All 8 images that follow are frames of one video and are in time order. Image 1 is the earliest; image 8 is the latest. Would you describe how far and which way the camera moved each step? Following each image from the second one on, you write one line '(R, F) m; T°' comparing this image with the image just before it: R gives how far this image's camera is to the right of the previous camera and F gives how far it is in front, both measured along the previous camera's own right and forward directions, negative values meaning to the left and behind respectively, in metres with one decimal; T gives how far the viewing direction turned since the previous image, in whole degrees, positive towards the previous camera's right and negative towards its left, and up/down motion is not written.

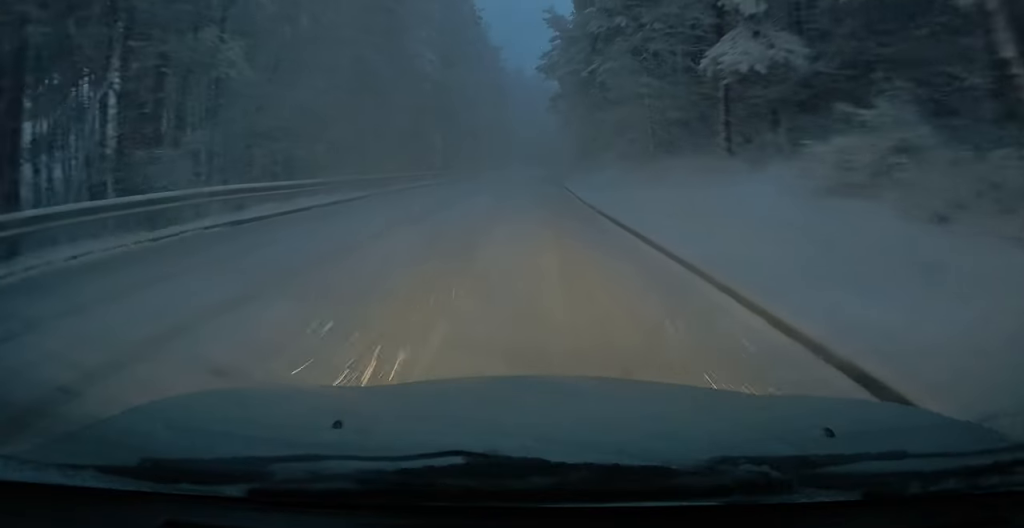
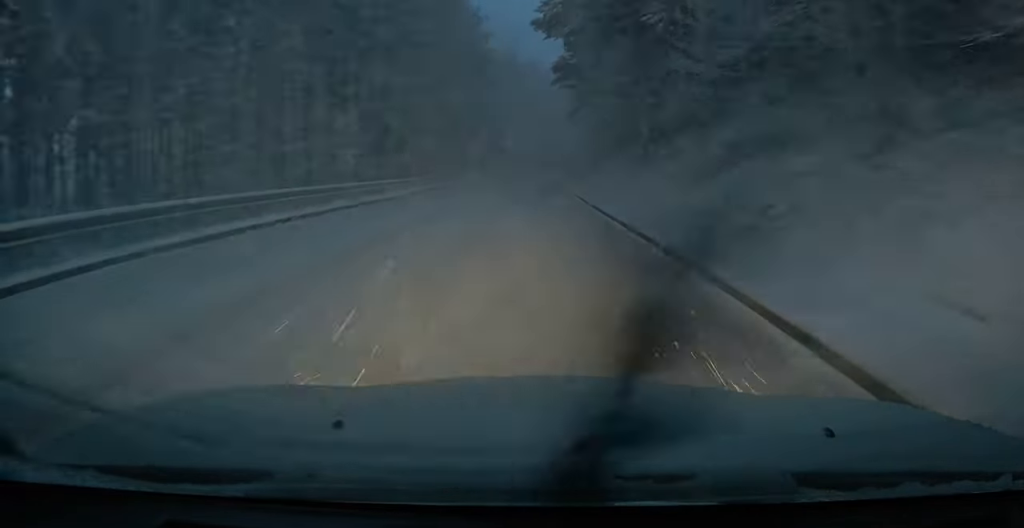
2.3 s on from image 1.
(-0.5, +21.9) m; -1°
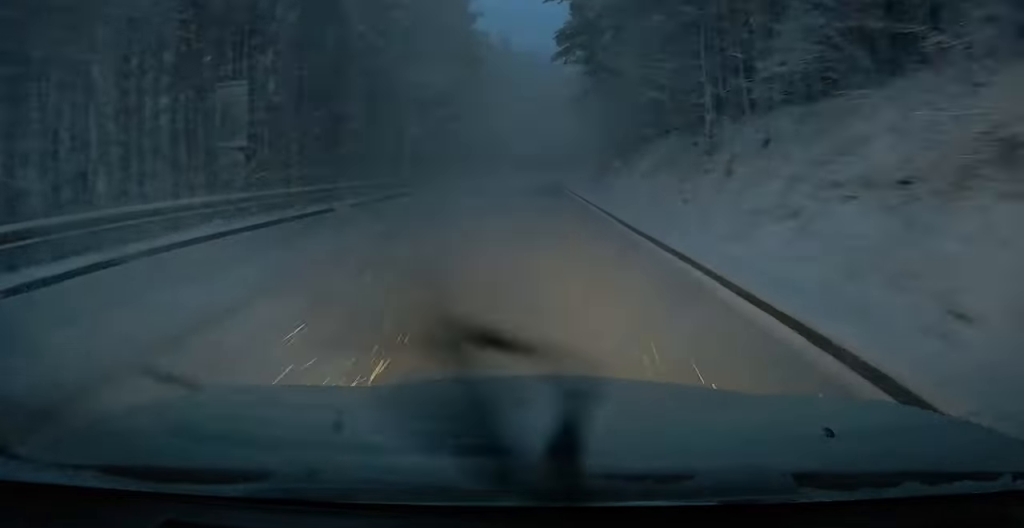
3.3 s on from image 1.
(+0.2, +9.9) m; +1°
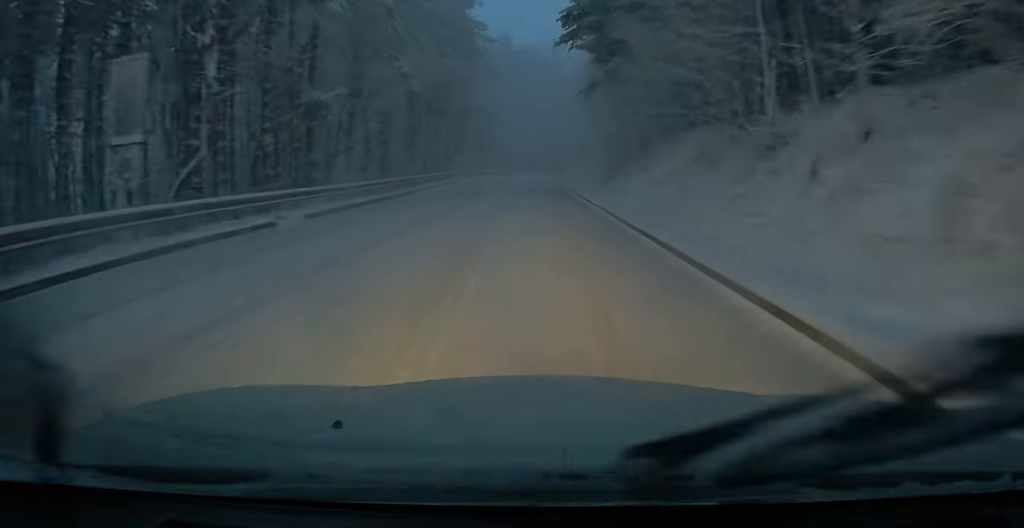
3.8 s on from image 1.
(+0.2, +4.4) m; 0°
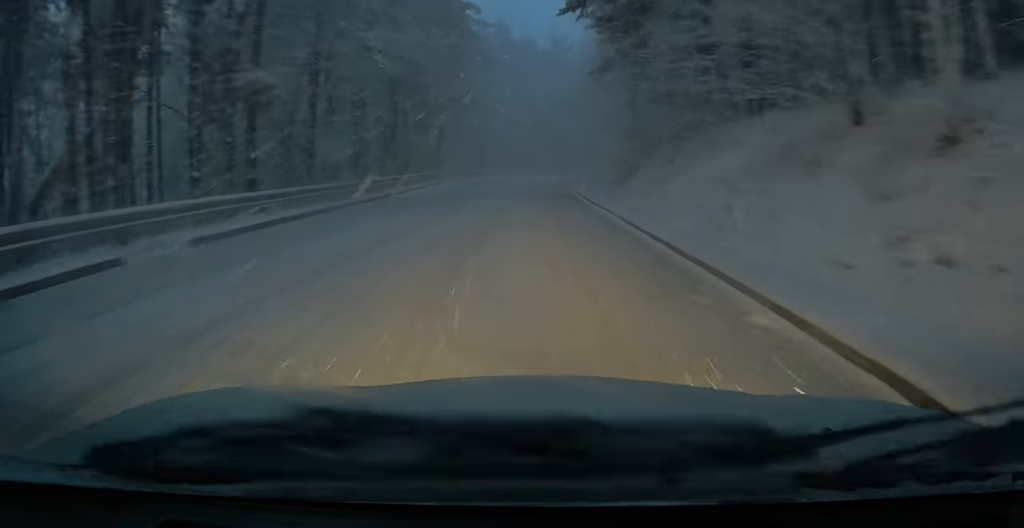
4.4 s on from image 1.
(-0.2, +5.9) m; -3°
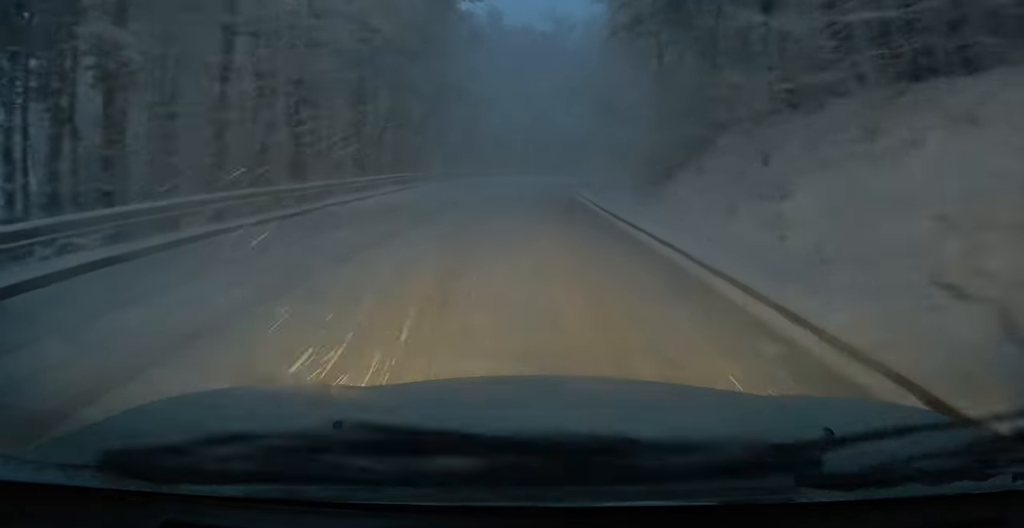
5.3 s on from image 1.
(-0.3, +8.5) m; -2°
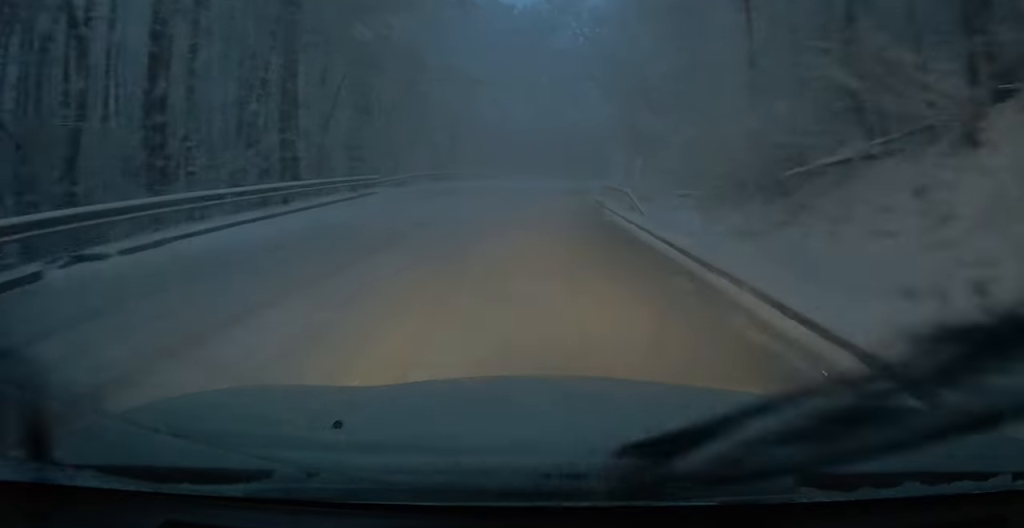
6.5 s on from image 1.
(0.0, +11.2) m; +3°
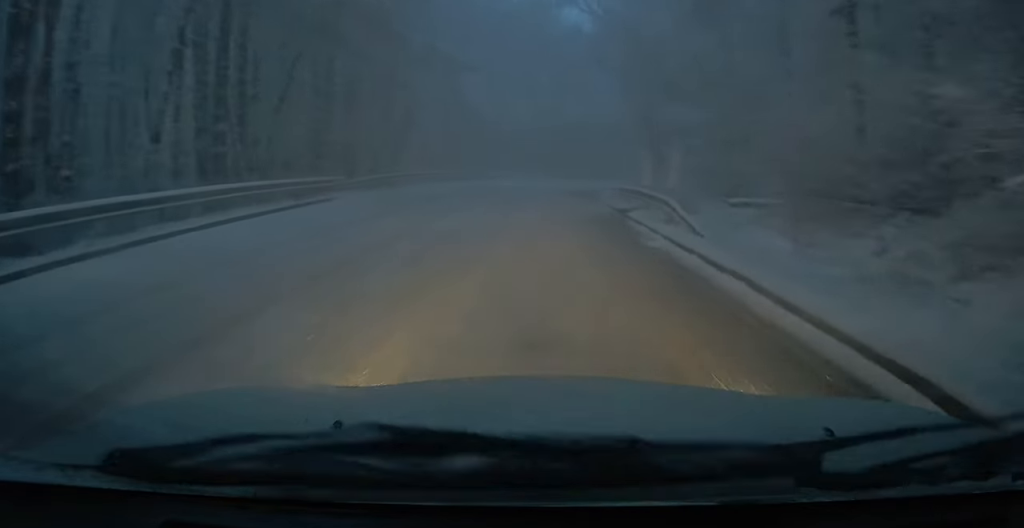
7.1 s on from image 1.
(+0.1, +5.5) m; +2°
